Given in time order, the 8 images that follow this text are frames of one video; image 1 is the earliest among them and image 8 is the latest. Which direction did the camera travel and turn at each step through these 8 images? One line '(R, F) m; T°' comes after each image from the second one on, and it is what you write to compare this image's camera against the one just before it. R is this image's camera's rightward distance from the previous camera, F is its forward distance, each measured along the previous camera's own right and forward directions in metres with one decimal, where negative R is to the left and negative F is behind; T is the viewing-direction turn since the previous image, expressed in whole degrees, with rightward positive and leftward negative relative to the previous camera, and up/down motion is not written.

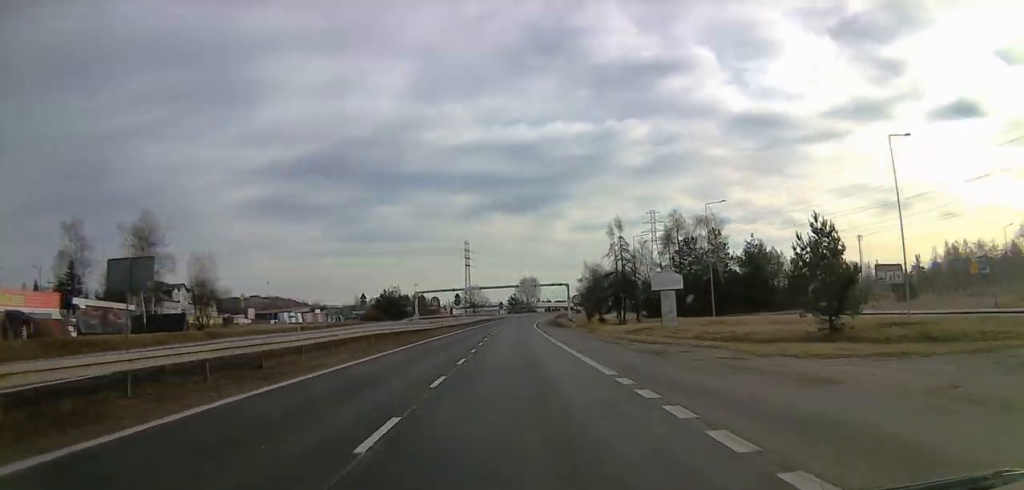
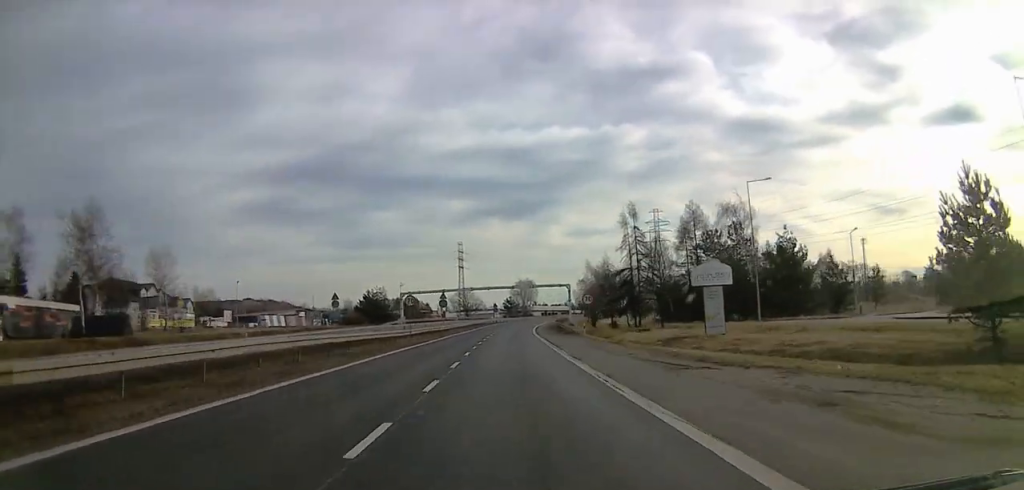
(+0.6, +11.7) m; +2°
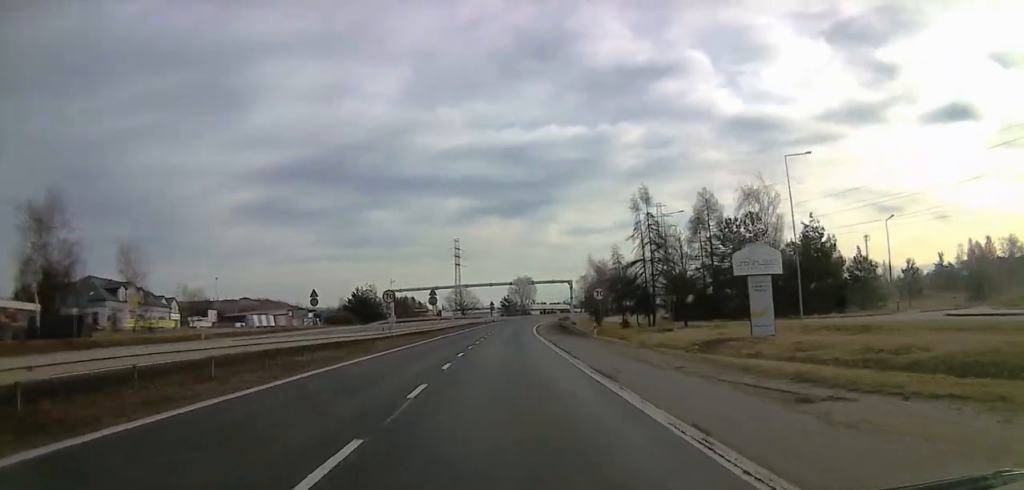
(+0.1, +7.3) m; -2°
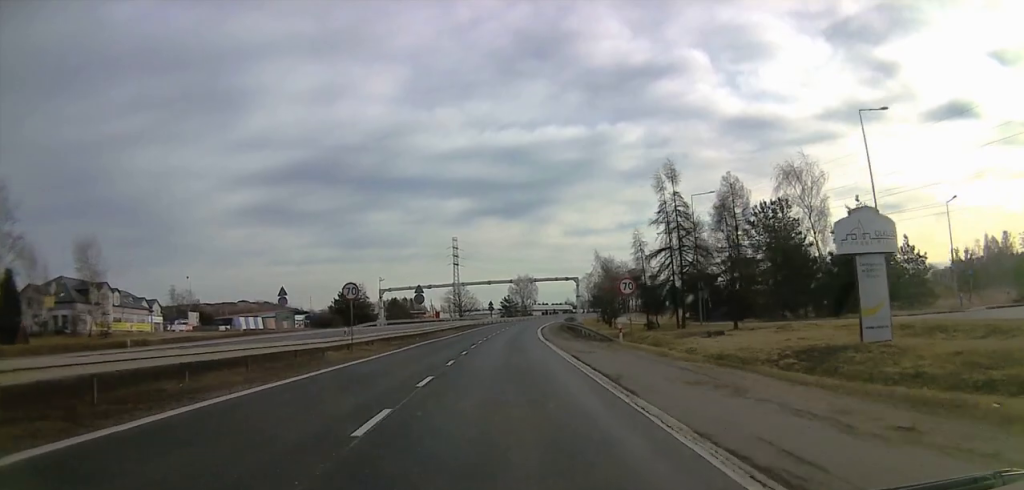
(0.0, +9.5) m; -2°
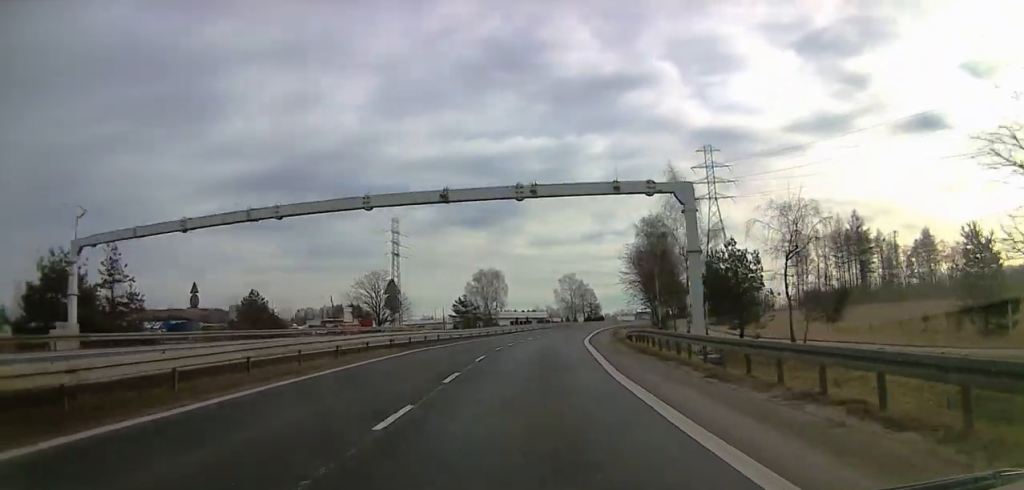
(+0.5, +67.7) m; +1°
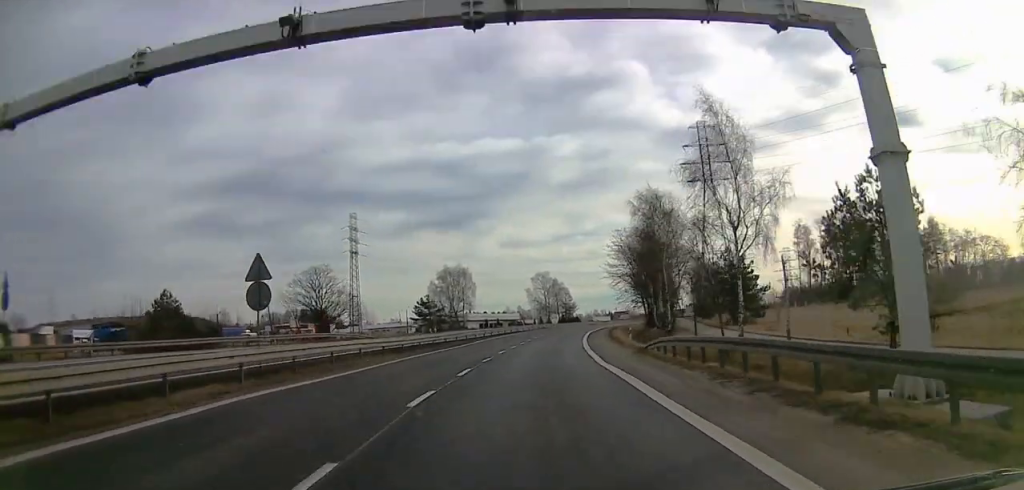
(+1.1, +15.5) m; +9°
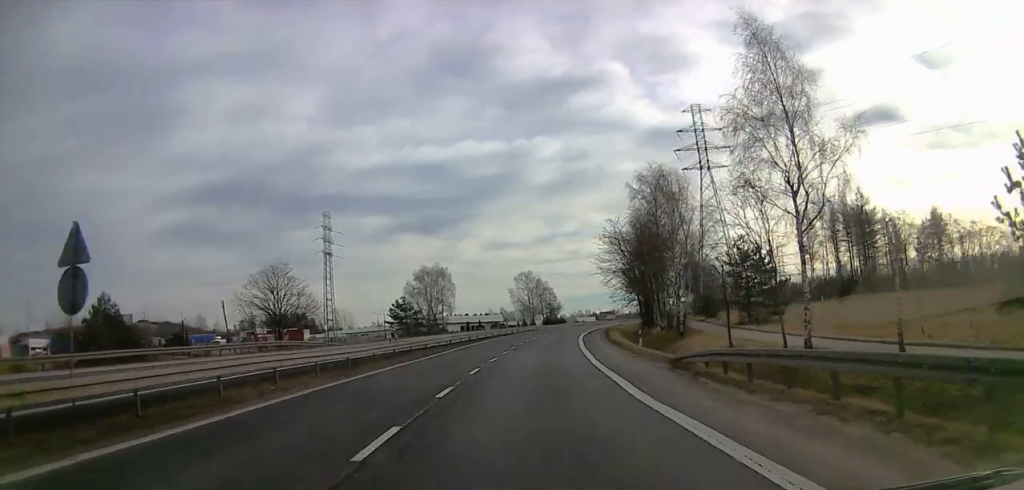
(+0.7, +8.7) m; 0°
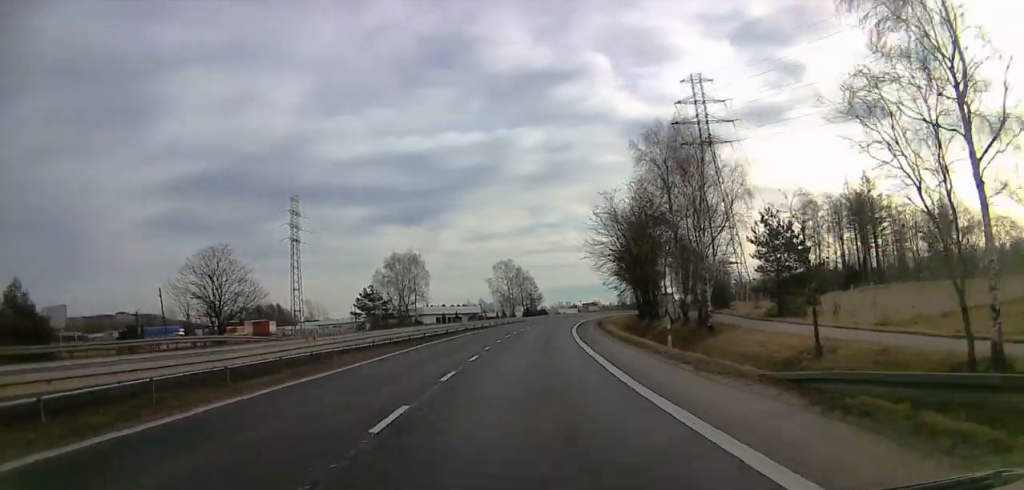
(+0.5, +10.4) m; 0°
